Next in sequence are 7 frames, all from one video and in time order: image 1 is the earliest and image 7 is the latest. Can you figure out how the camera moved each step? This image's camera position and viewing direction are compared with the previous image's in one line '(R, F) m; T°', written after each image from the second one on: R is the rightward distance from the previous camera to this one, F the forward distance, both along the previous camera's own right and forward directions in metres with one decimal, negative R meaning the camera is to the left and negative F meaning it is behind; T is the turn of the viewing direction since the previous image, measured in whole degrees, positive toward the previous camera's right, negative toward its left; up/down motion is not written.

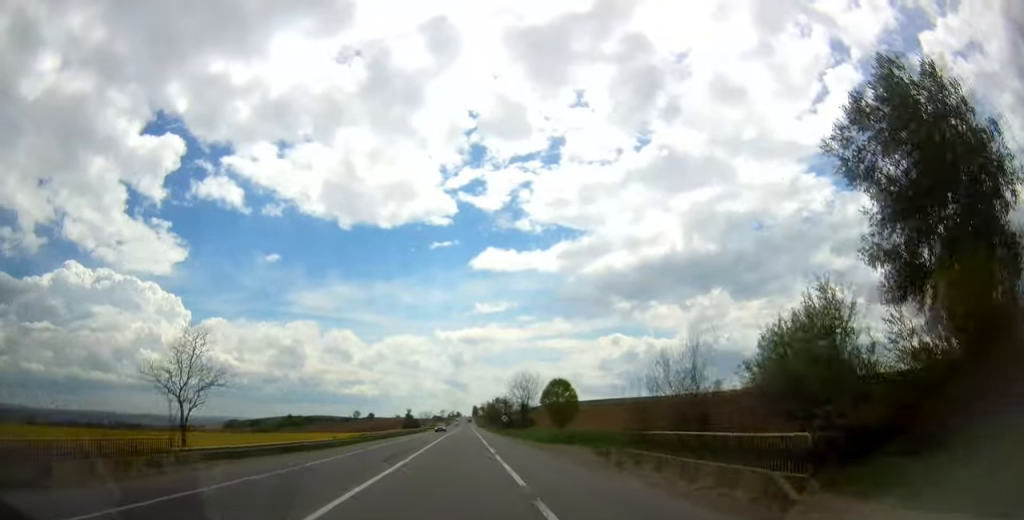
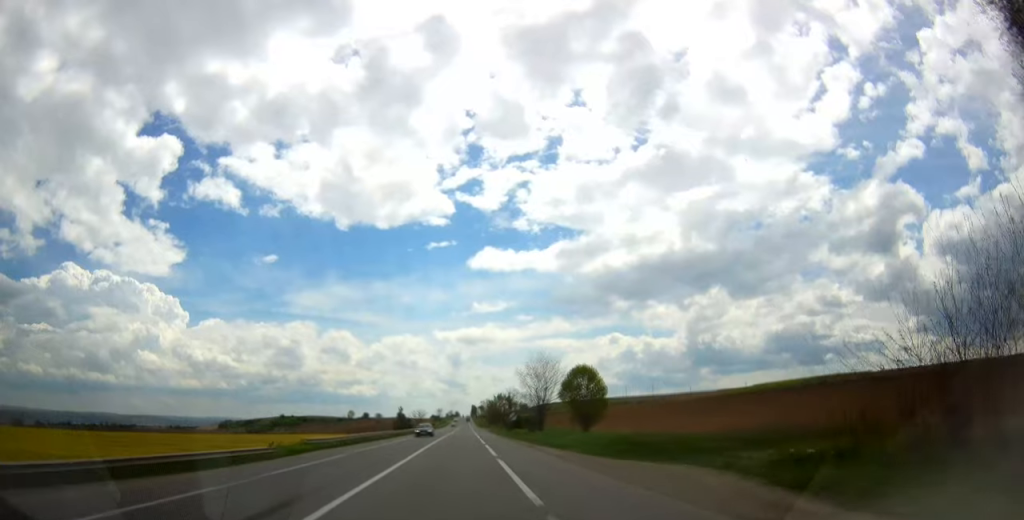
(0.0, +17.2) m; -1°
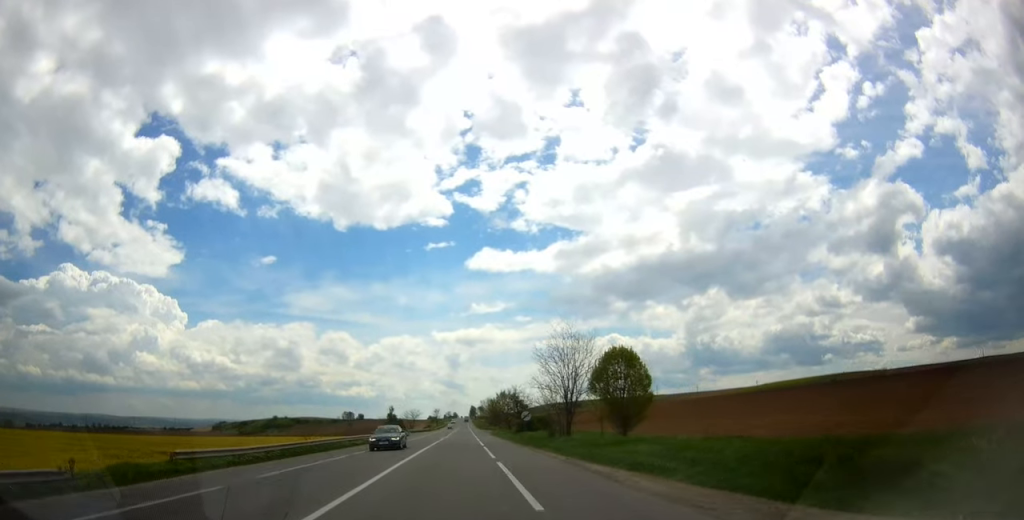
(-0.3, +16.0) m; -1°
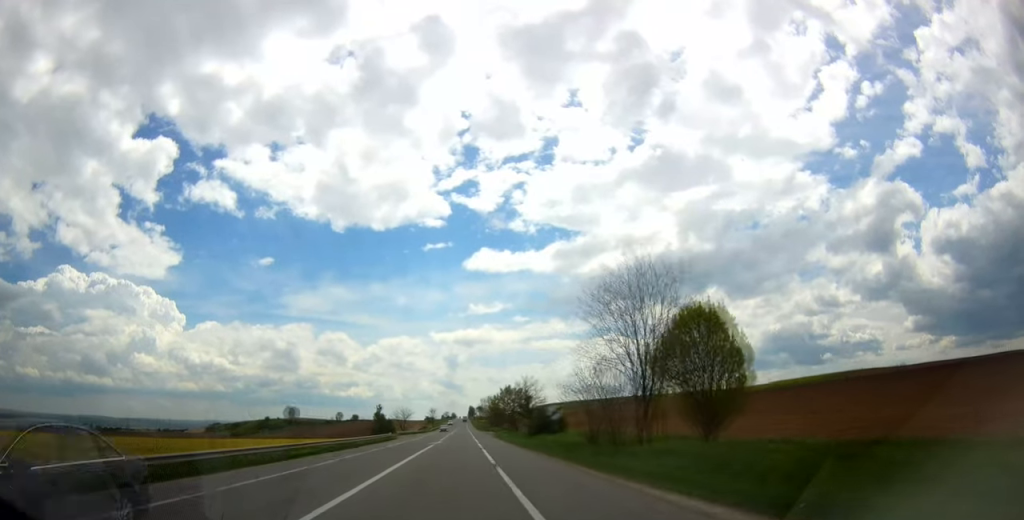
(-0.1, +17.1) m; 0°
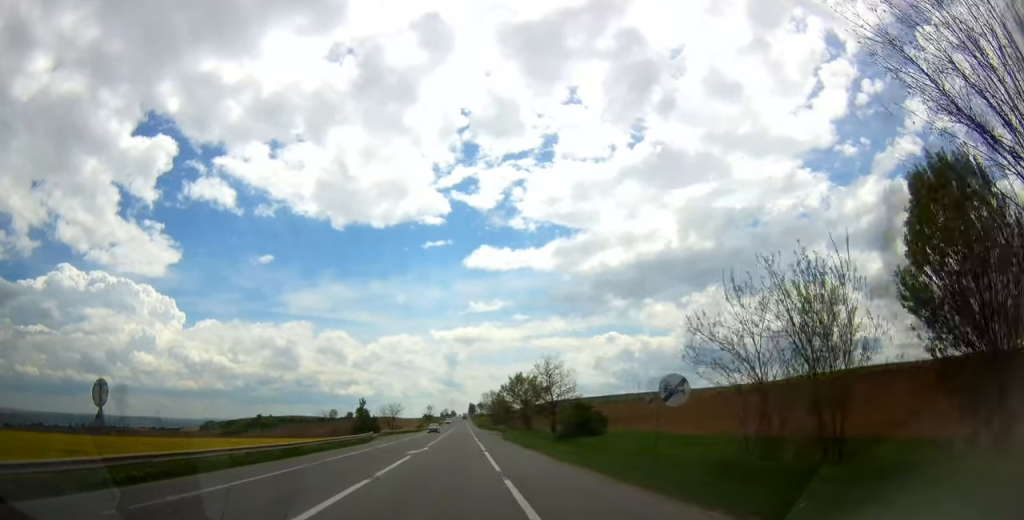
(0.0, +19.4) m; 0°
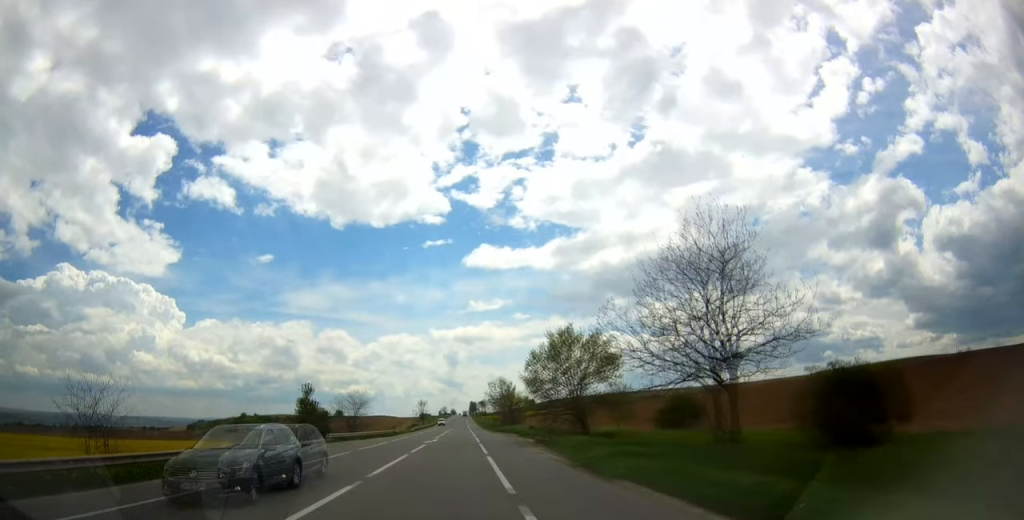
(0.0, +35.3) m; 0°
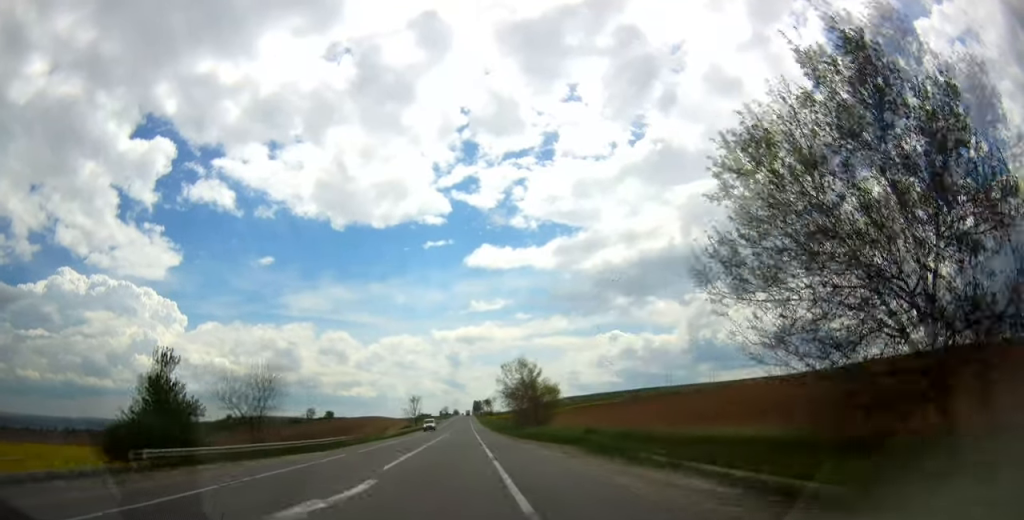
(+0.2, +33.2) m; +1°
